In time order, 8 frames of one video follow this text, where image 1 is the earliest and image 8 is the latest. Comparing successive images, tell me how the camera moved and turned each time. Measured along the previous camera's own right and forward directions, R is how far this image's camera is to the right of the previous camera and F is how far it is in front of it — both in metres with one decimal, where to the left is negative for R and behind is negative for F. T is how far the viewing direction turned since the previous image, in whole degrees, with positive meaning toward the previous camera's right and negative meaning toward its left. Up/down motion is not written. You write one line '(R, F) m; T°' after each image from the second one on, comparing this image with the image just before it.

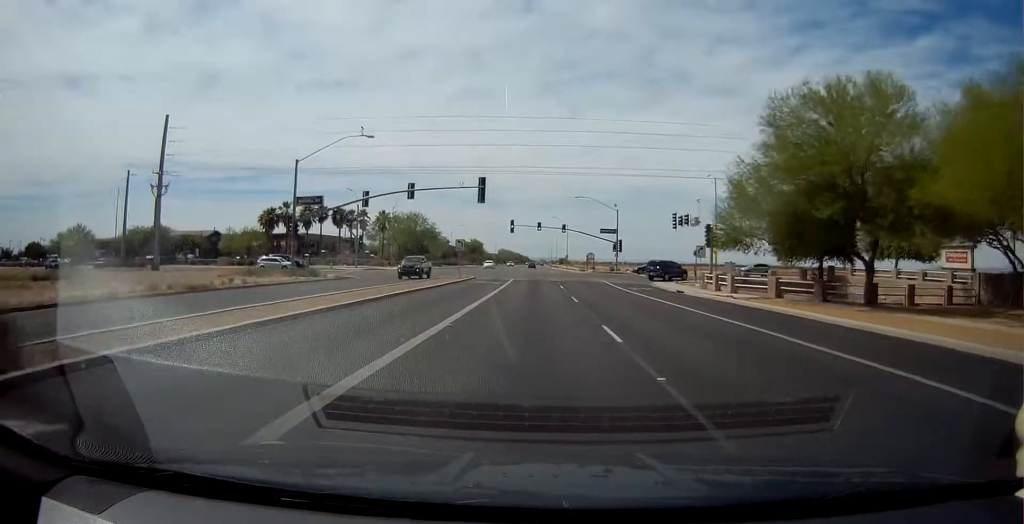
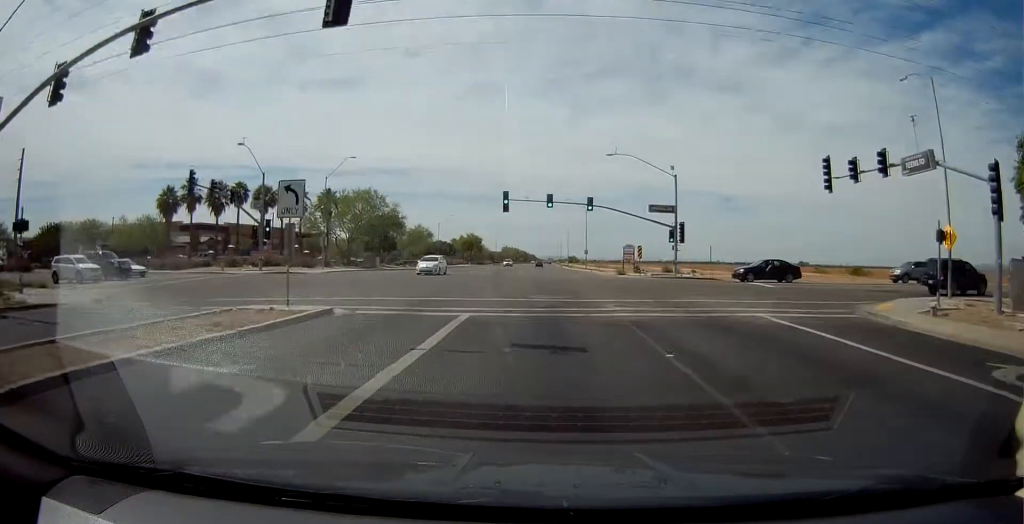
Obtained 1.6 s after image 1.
(-0.4, +33.6) m; -2°
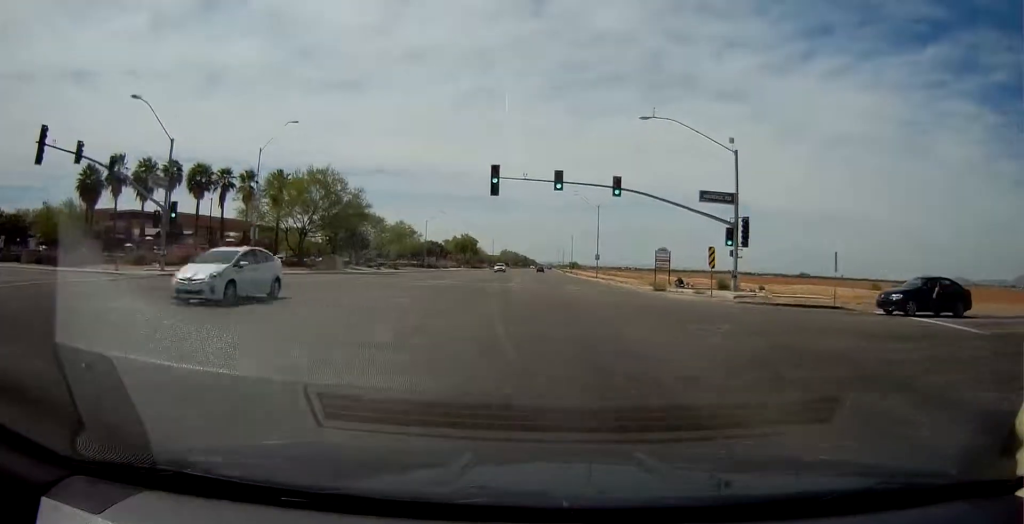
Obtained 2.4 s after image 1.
(-0.5, +16.5) m; 0°
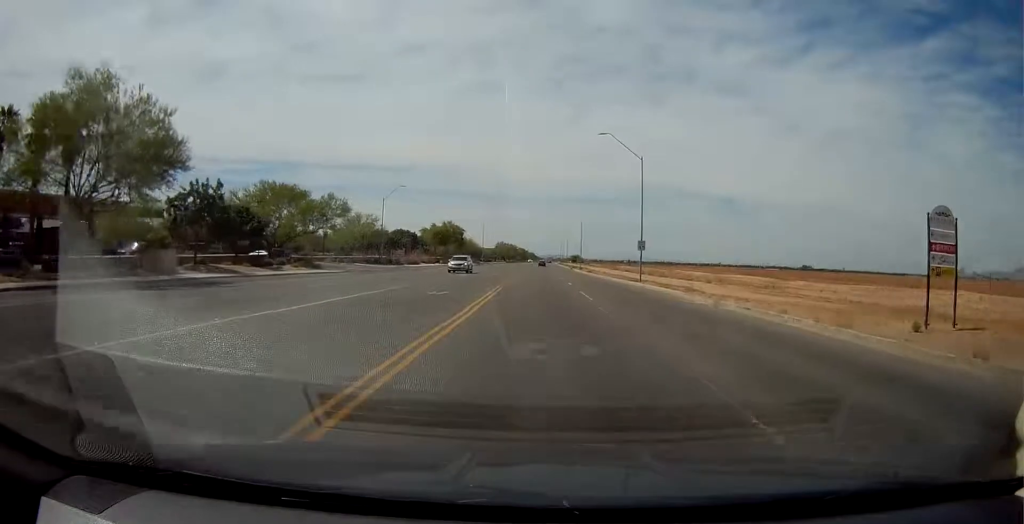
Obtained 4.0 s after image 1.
(+1.1, +33.6) m; +1°
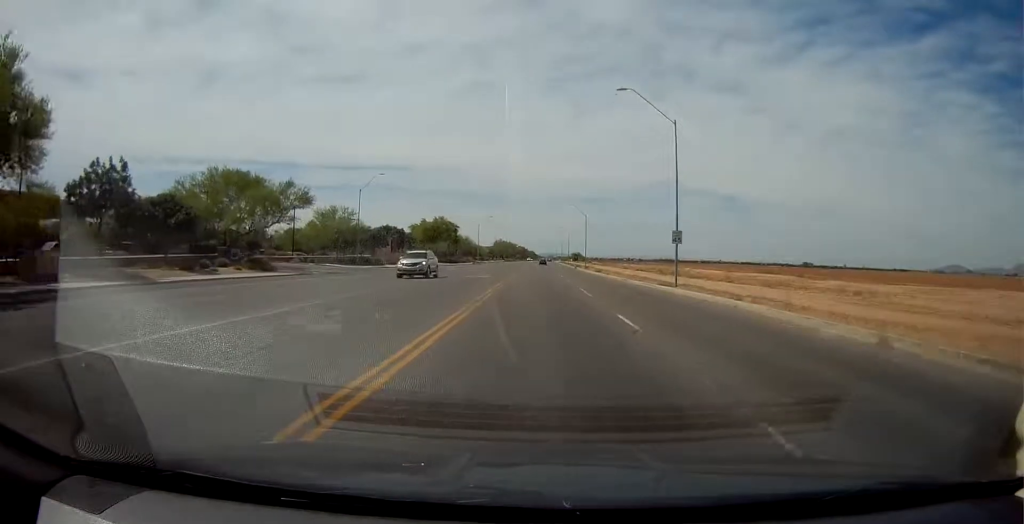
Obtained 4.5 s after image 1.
(0.0, +11.6) m; -1°
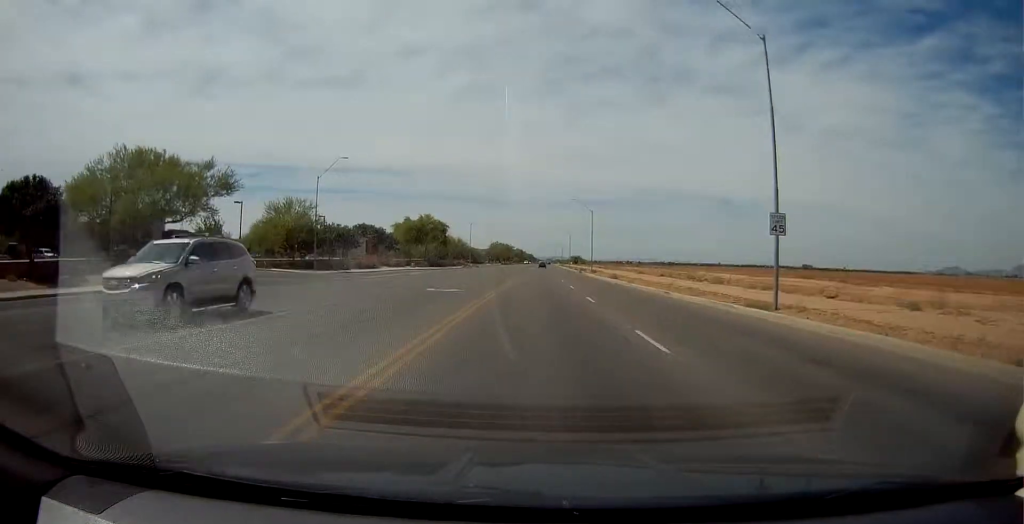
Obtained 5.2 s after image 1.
(-0.6, +14.7) m; 0°
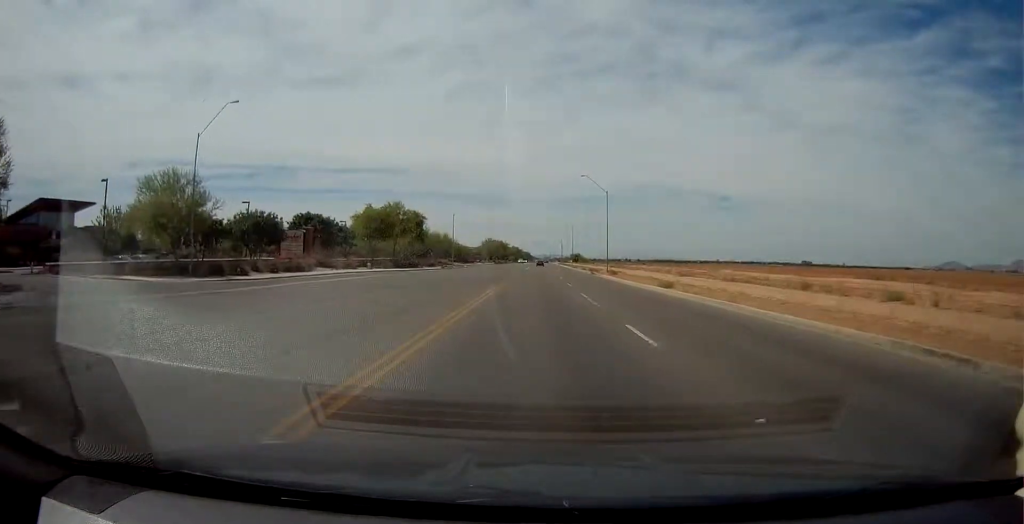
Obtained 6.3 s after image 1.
(+0.7, +23.5) m; +2°
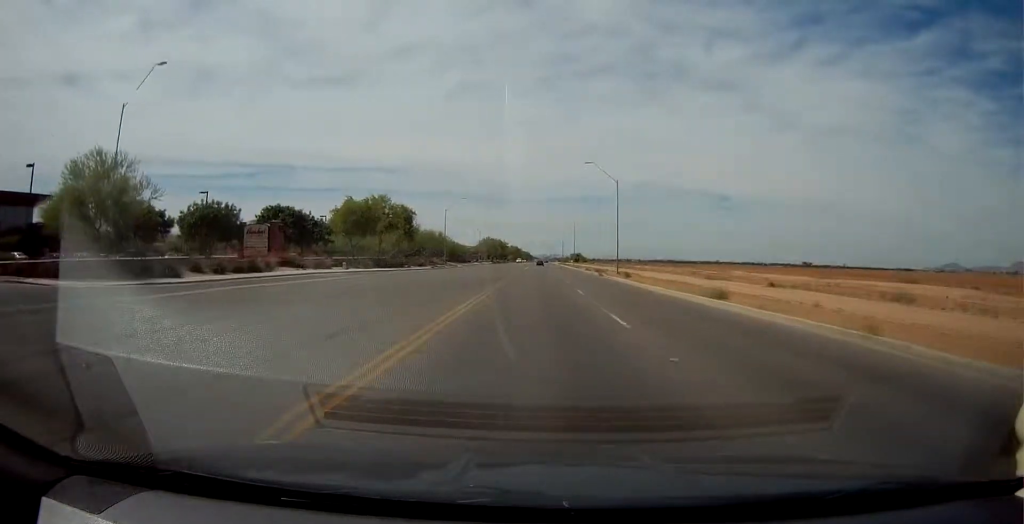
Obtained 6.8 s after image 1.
(0.0, +9.2) m; -1°
